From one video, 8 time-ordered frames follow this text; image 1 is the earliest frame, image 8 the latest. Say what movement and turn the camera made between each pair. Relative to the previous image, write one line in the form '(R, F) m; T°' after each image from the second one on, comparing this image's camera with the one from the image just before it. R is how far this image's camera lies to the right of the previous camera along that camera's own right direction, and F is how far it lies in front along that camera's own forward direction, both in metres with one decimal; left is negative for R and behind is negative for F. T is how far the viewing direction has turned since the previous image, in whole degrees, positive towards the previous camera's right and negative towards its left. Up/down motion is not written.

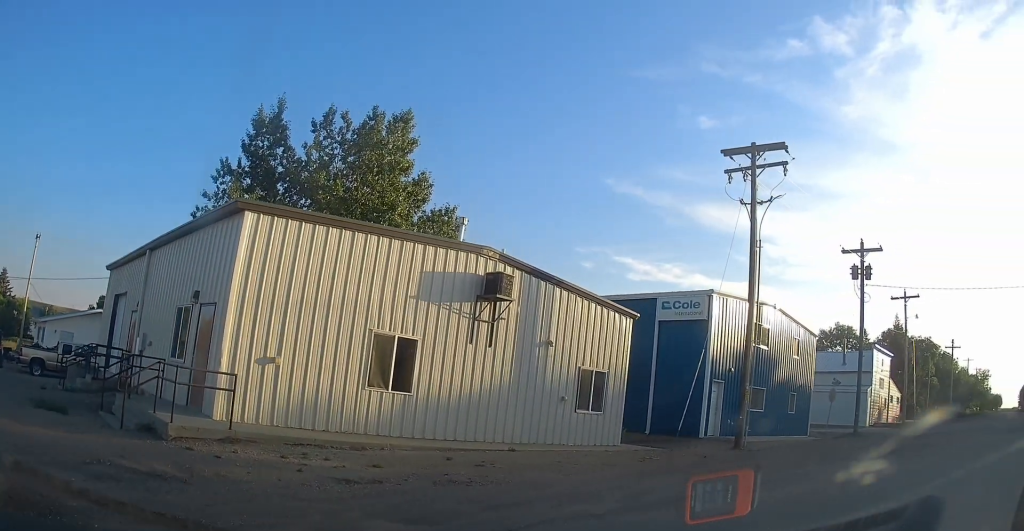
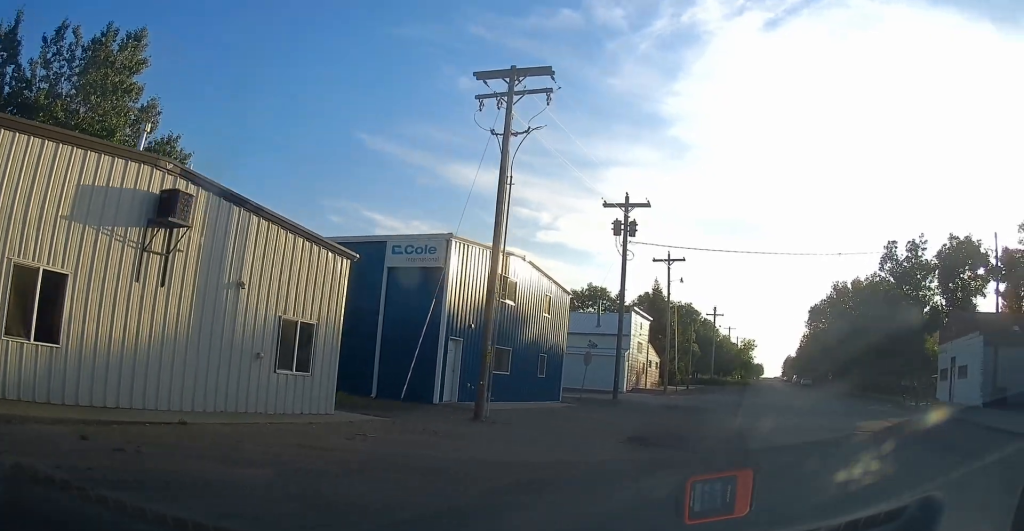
(+0.6, +3.4) m; +23°
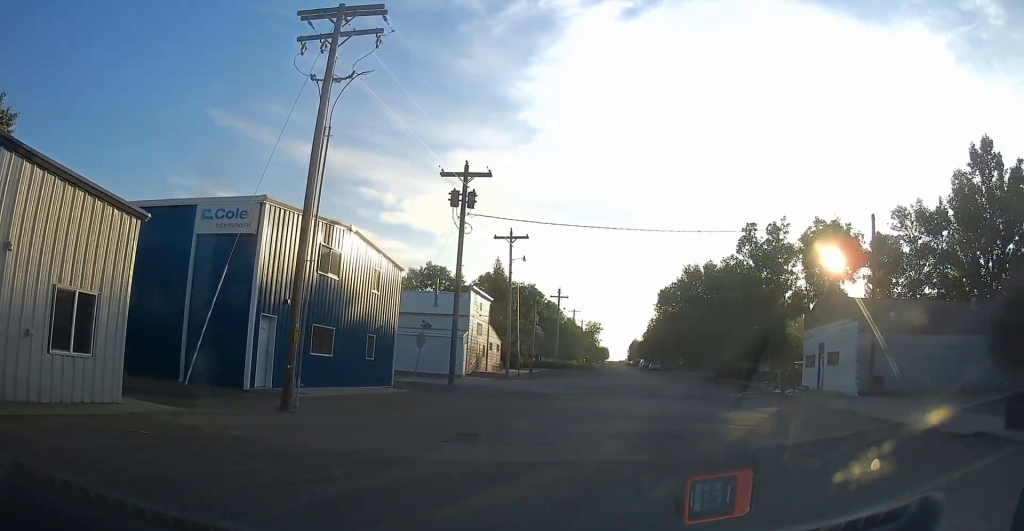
(+0.5, +2.4) m; +9°
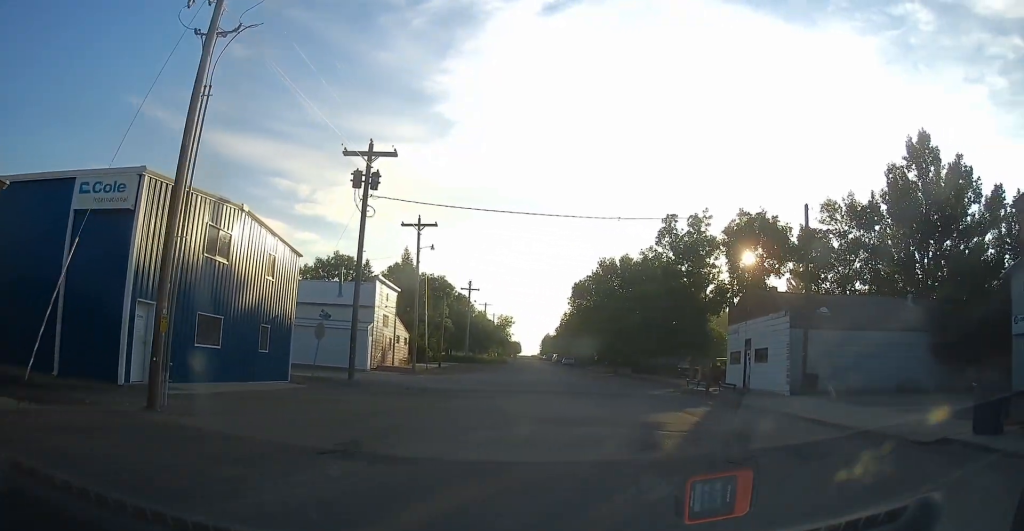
(+0.1, +1.8) m; +6°
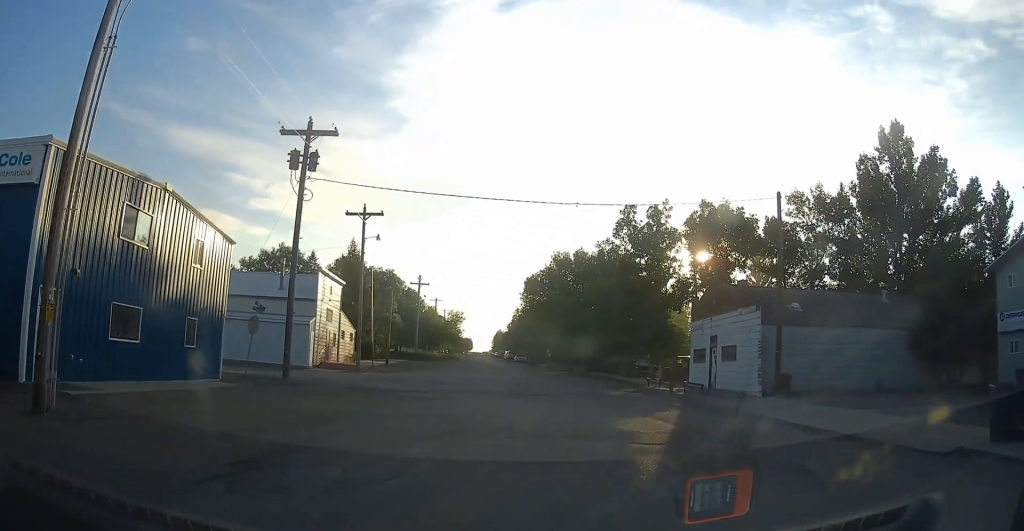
(0.0, +2.1) m; +3°
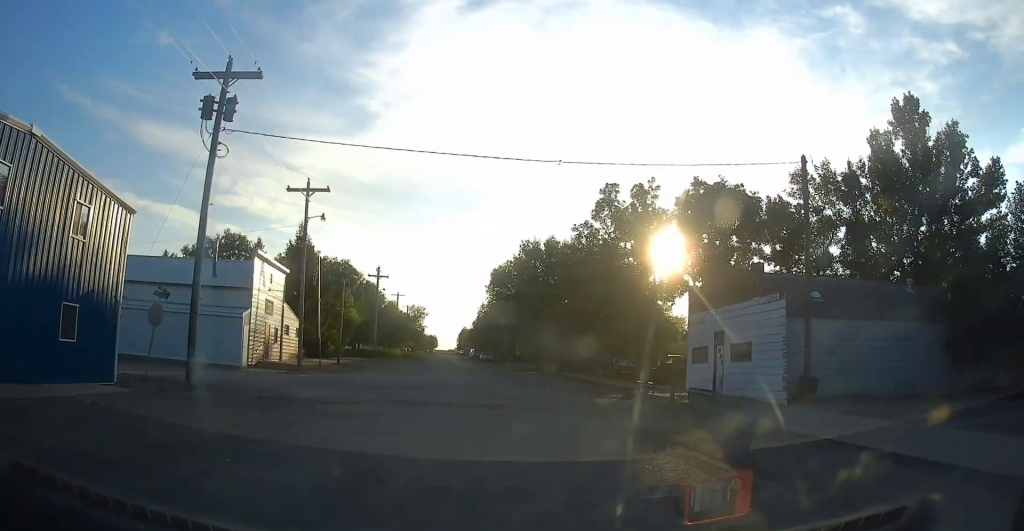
(+0.4, +5.2) m; +8°
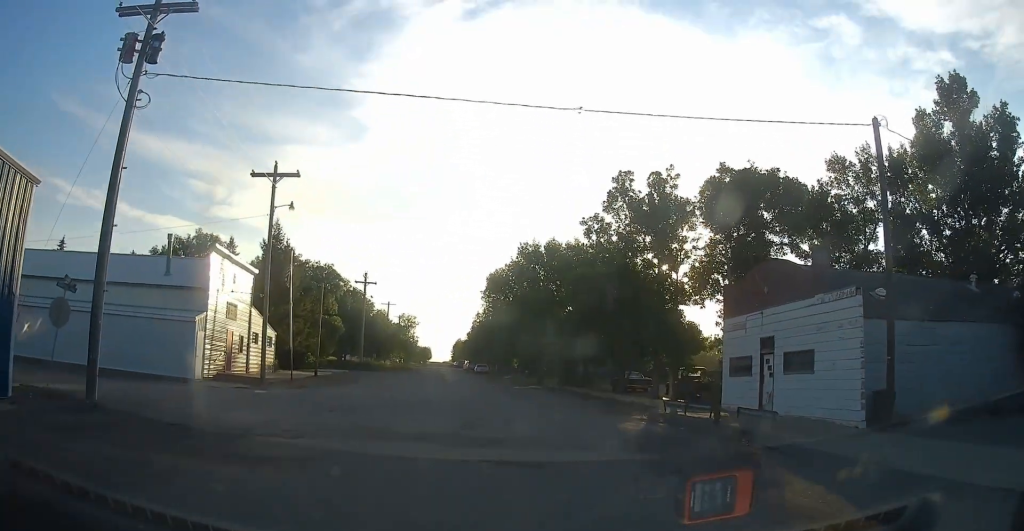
(+0.3, +5.0) m; +6°
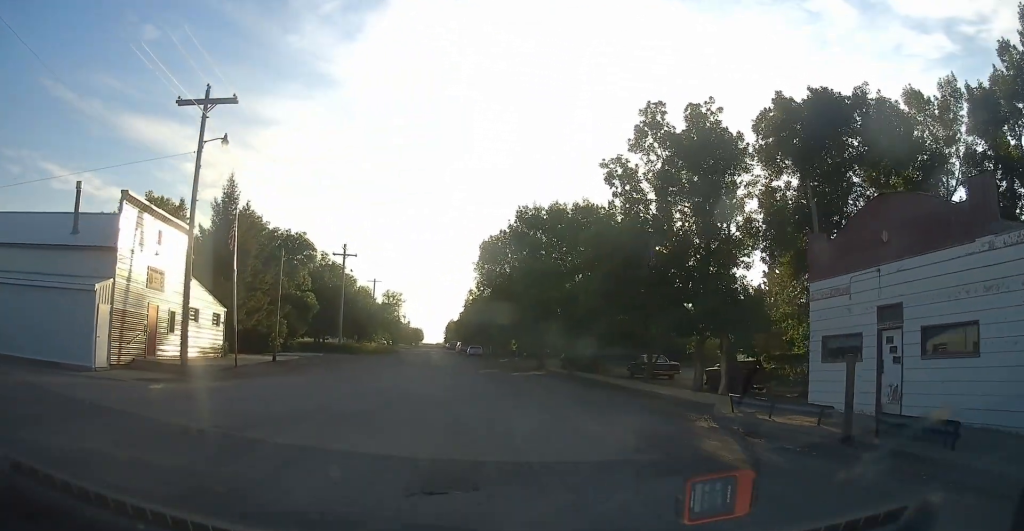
(+0.3, +7.5) m; 0°
